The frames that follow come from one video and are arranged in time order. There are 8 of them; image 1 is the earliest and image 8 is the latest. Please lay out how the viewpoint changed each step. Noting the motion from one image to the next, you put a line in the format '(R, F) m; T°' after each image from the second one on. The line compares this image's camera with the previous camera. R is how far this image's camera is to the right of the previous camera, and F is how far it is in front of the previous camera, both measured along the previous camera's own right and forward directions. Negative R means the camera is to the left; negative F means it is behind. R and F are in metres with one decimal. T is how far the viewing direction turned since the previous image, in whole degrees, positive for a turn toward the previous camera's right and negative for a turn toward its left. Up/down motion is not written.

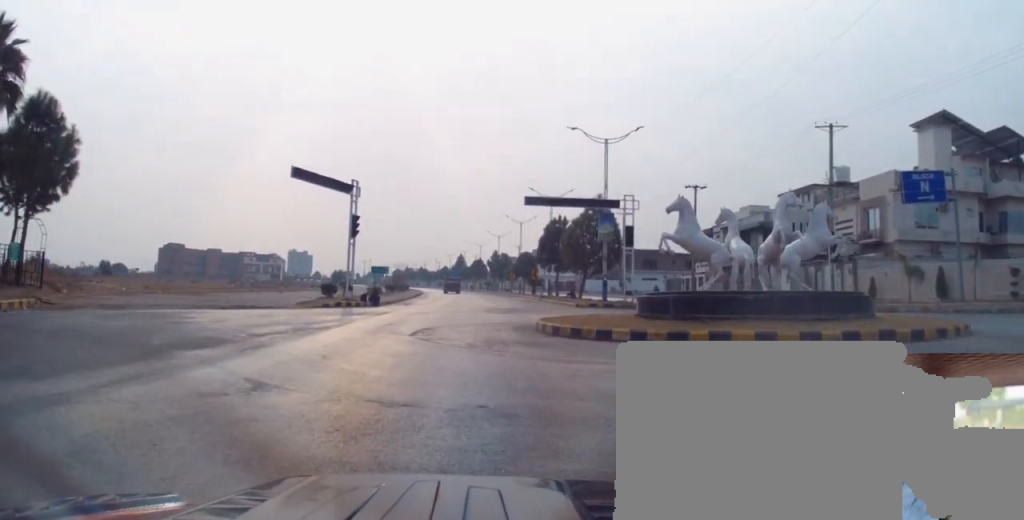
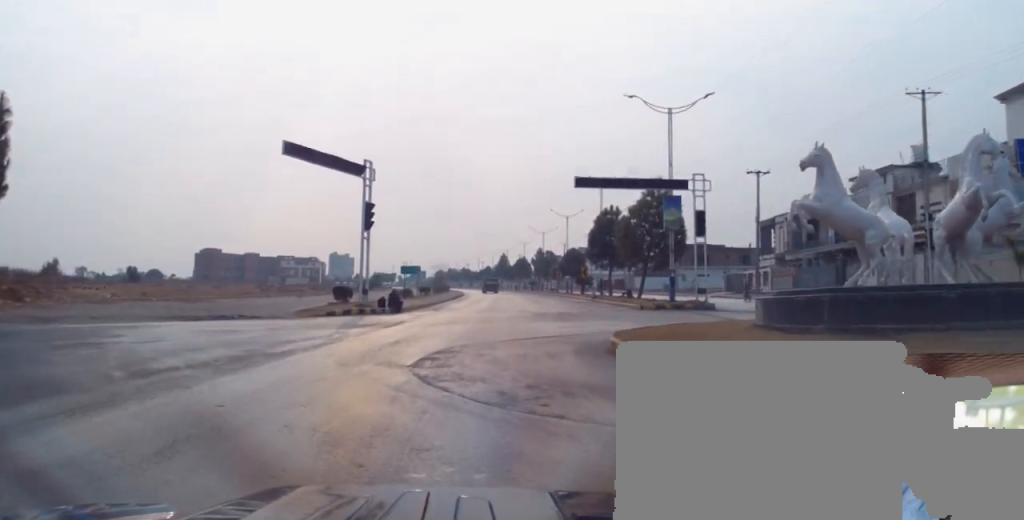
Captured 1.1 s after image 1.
(-0.2, +7.2) m; -3°
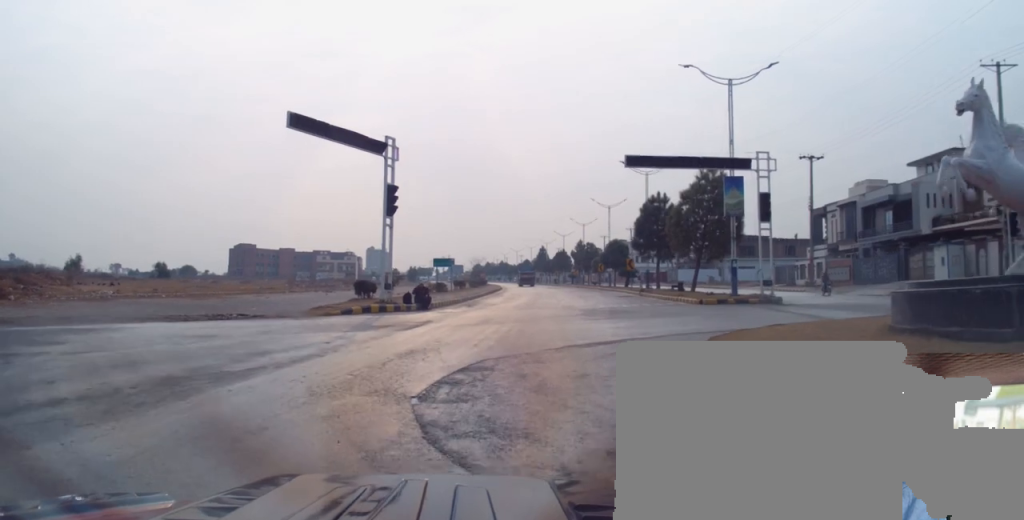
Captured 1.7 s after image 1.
(+0.1, +4.1) m; -2°
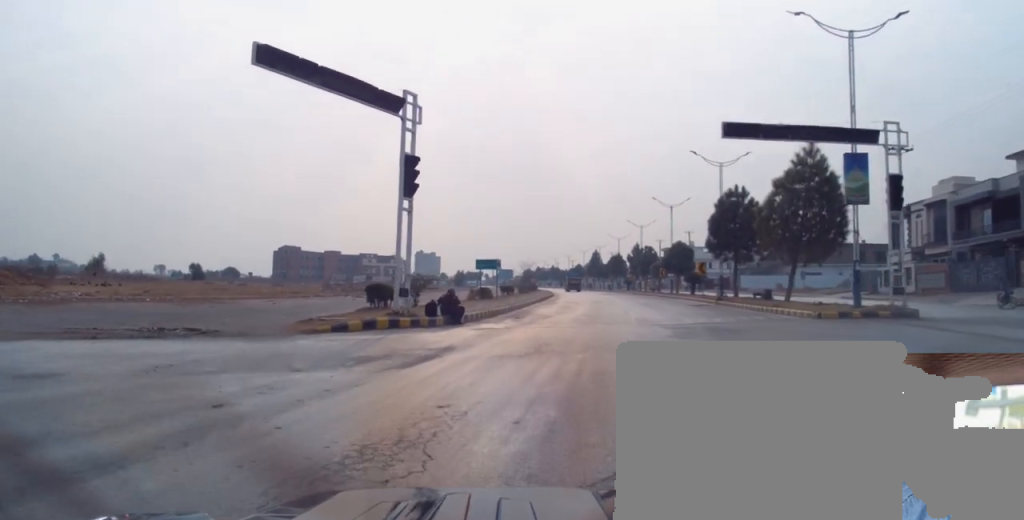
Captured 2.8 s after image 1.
(-0.4, +7.8) m; -6°
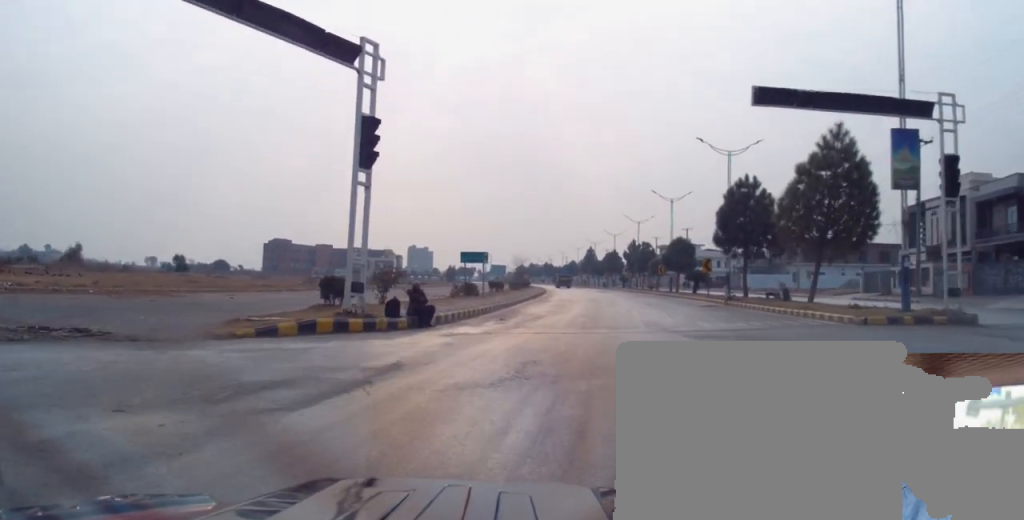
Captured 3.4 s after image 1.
(-0.2, +4.3) m; 0°
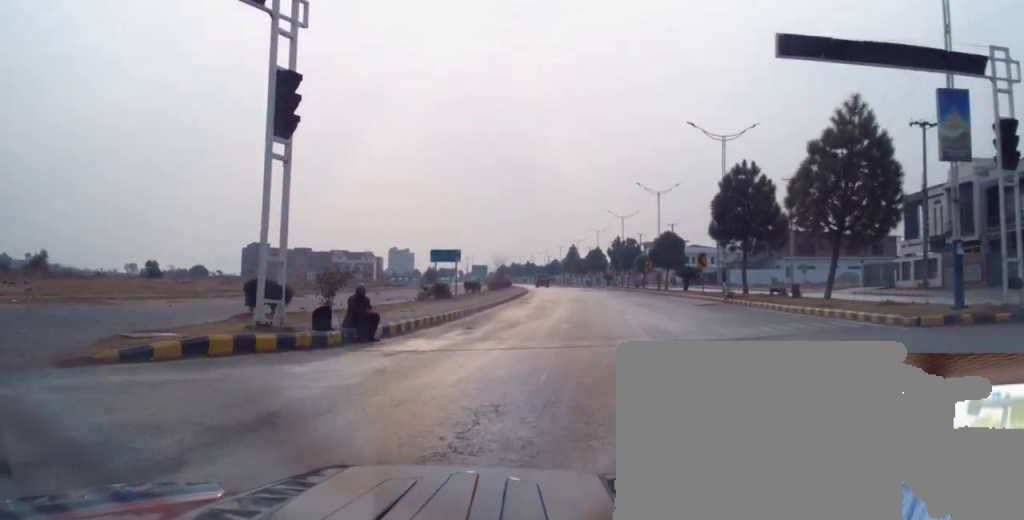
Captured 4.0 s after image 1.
(0.0, +4.2) m; +1°
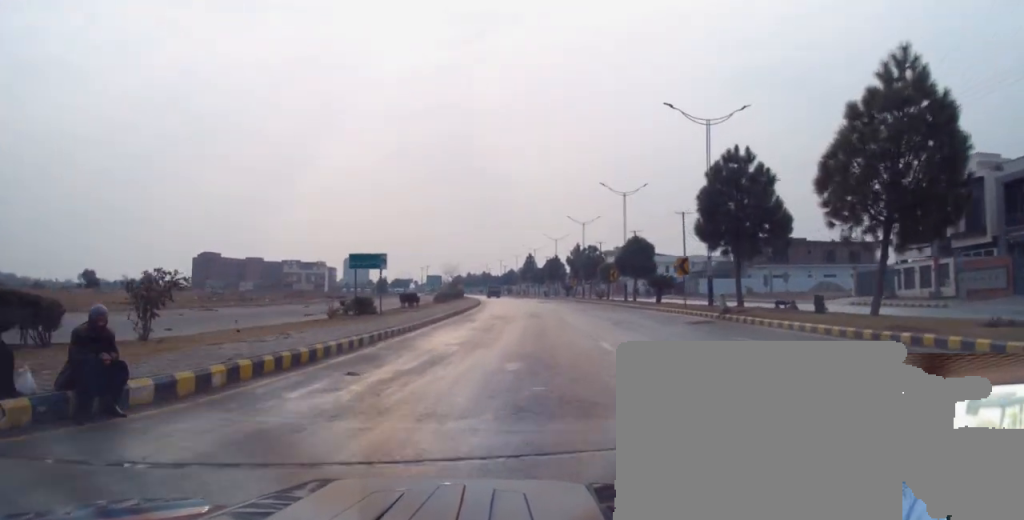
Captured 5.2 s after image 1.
(+0.5, +7.8) m; +6°
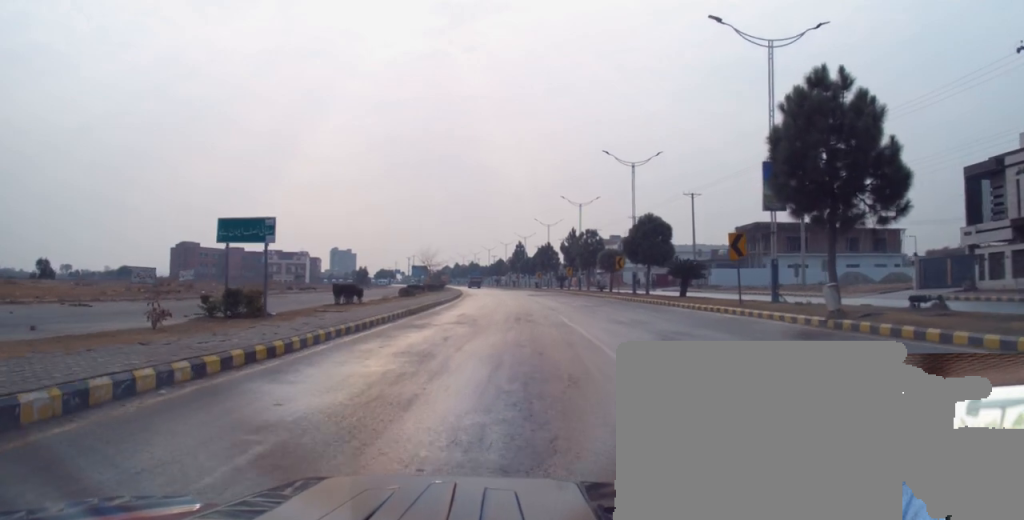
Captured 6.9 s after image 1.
(+0.4, +11.8) m; +2°
